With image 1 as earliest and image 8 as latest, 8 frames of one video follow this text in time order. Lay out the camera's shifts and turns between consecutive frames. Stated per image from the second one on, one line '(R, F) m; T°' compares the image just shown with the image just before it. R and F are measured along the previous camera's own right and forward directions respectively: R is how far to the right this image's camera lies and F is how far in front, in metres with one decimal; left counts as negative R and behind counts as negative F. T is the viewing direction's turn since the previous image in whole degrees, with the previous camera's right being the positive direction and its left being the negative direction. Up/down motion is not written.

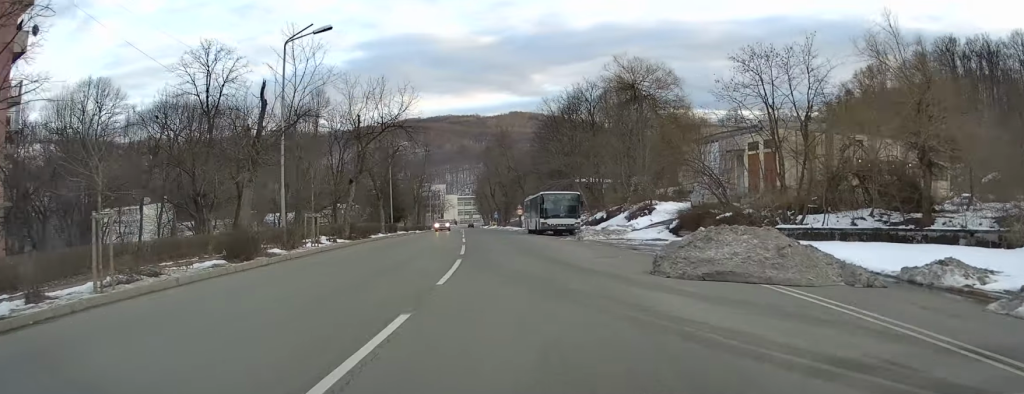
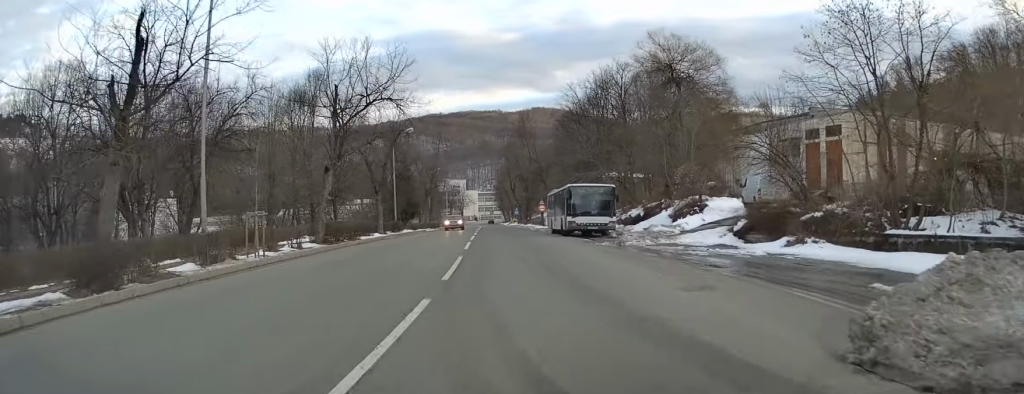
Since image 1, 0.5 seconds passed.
(+0.1, +7.8) m; -2°
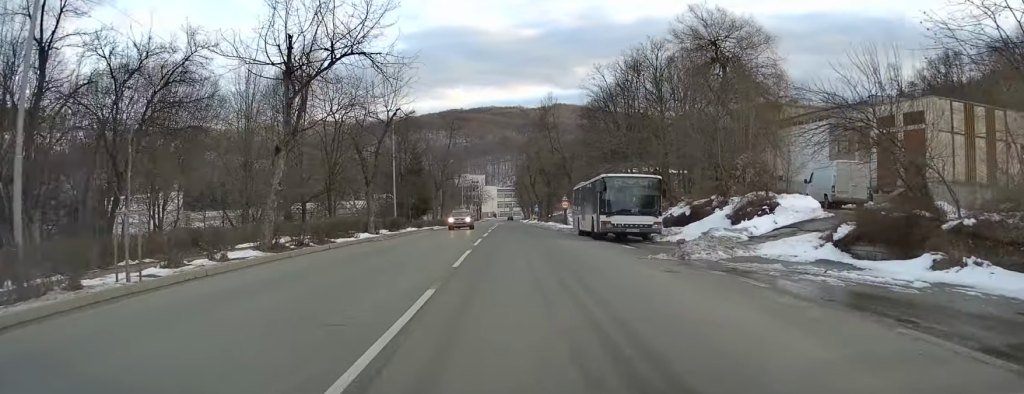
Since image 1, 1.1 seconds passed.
(-0.2, +7.8) m; -2°
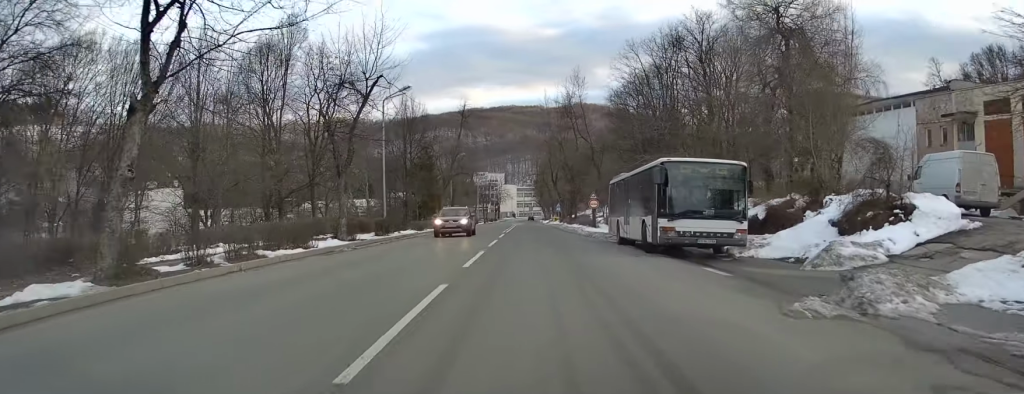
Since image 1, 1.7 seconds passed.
(-0.3, +9.2) m; -2°
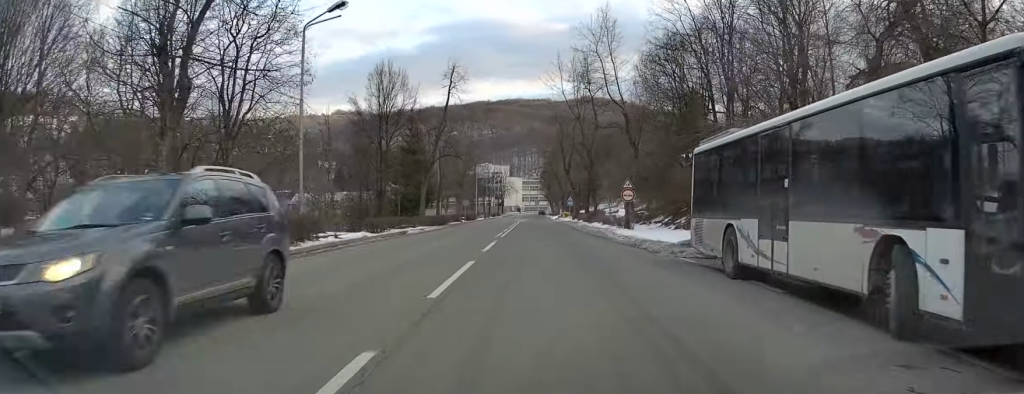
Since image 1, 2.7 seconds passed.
(0.0, +14.8) m; 0°
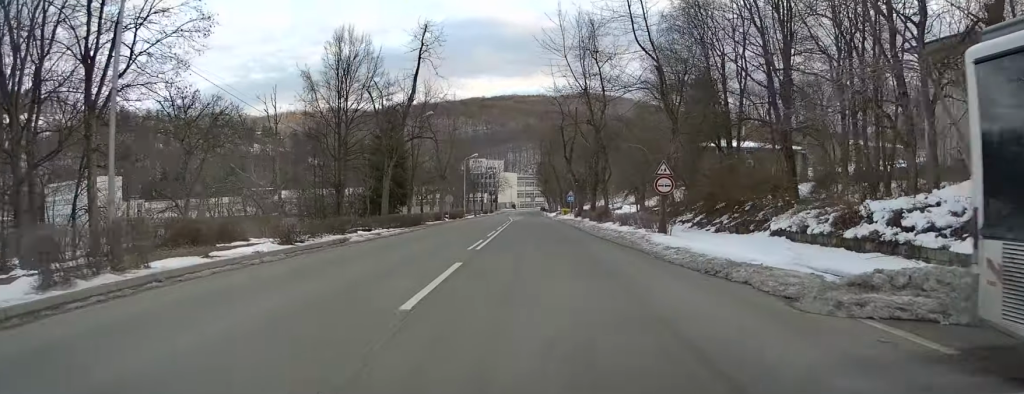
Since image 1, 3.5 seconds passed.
(0.0, +10.8) m; 0°
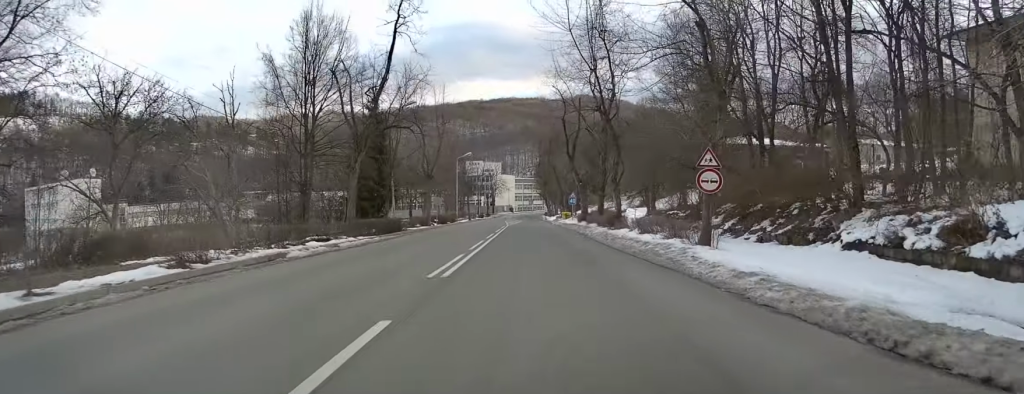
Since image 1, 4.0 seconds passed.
(0.0, +6.5) m; 0°
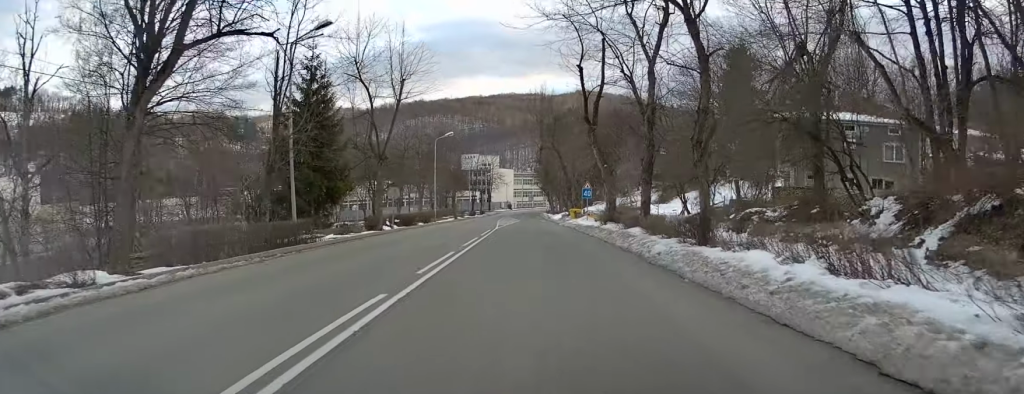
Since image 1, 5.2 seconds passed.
(+0.1, +17.6) m; 0°
